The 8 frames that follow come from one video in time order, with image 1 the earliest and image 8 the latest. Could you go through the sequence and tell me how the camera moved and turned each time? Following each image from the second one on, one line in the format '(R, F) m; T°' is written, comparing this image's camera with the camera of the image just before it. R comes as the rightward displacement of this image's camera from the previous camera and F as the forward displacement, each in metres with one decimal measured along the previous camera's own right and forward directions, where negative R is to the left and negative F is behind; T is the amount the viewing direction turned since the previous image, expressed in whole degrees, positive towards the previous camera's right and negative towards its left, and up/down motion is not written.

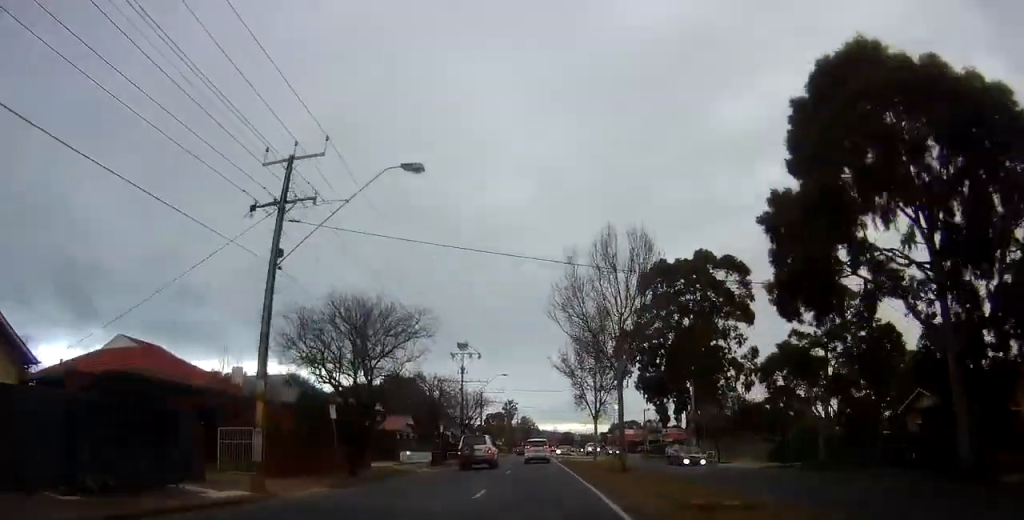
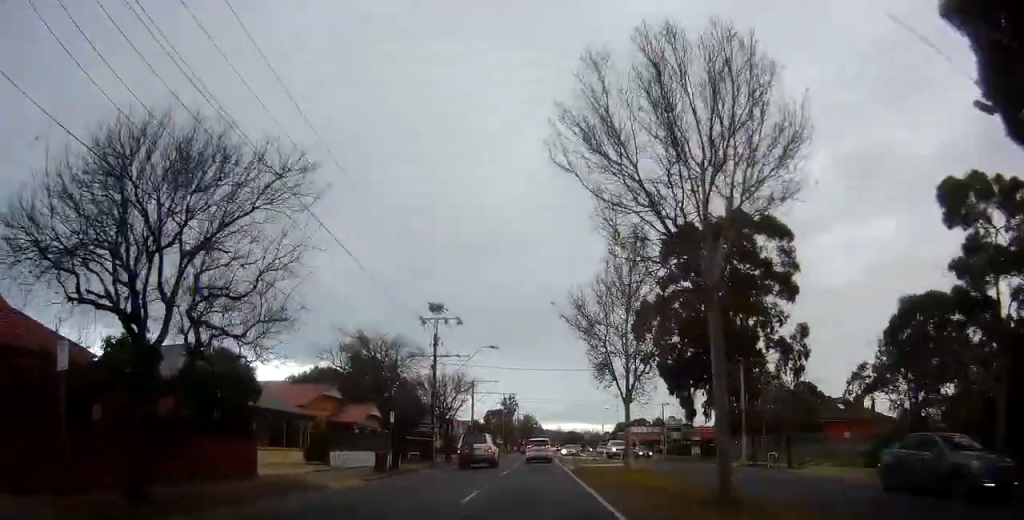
(+0.3, +13.2) m; 0°
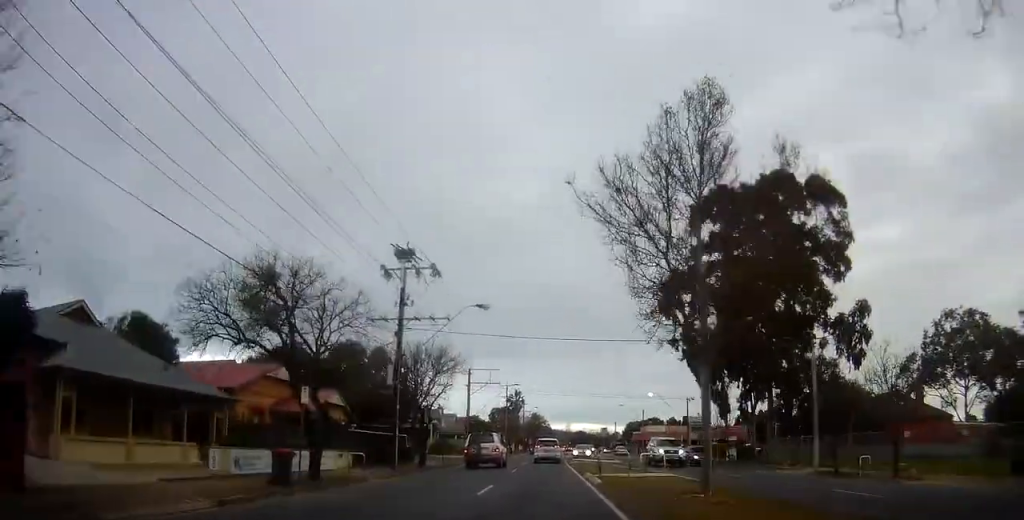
(+0.2, +10.5) m; -1°
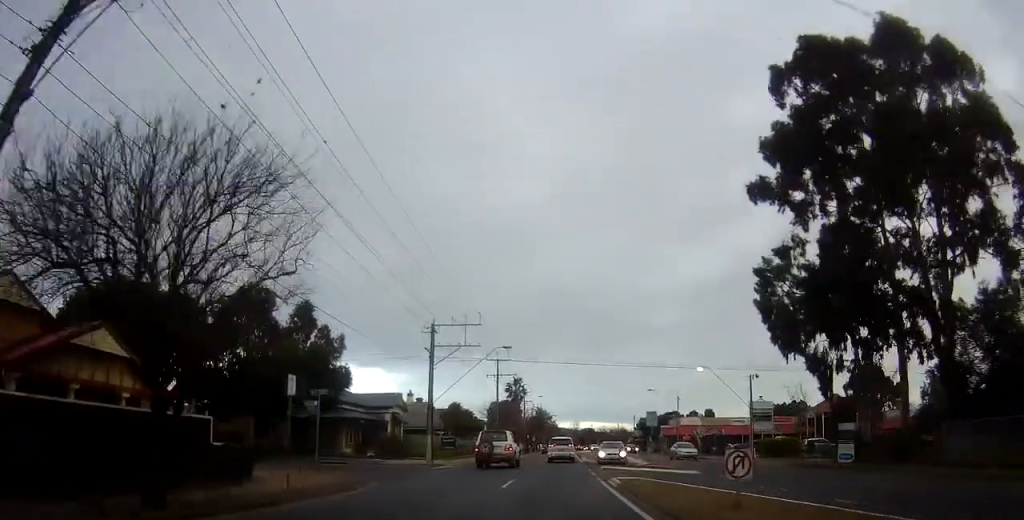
(-1.1, +22.3) m; -2°
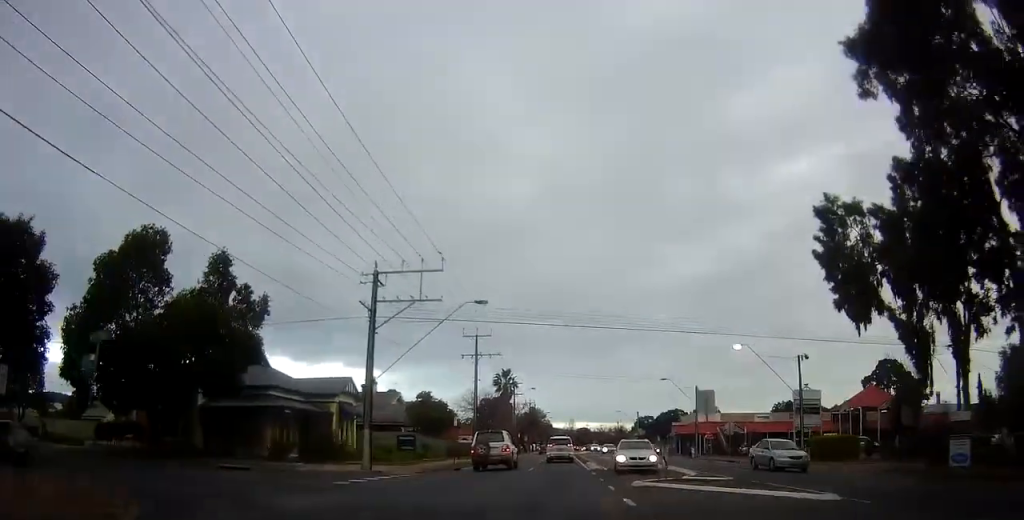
(0.0, +12.3) m; +1°
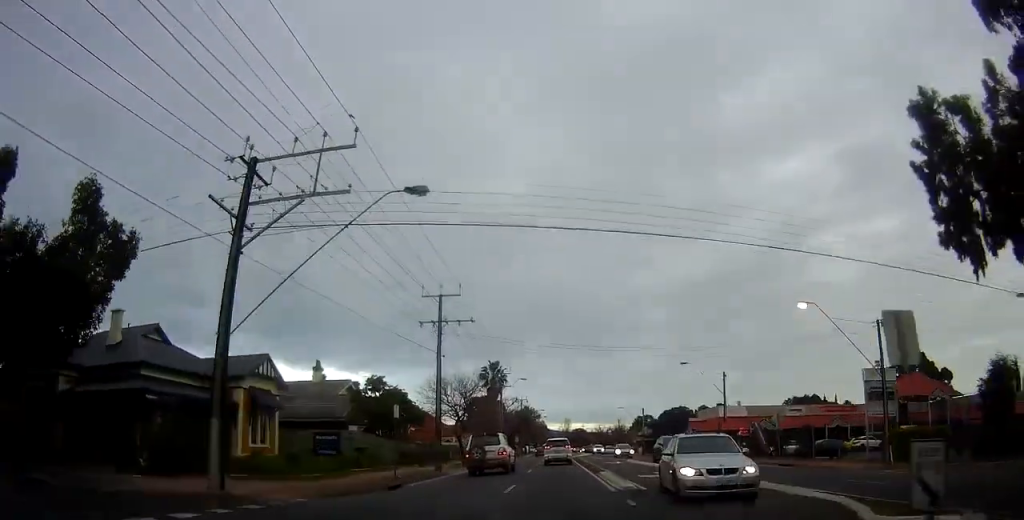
(+0.3, +12.2) m; 0°
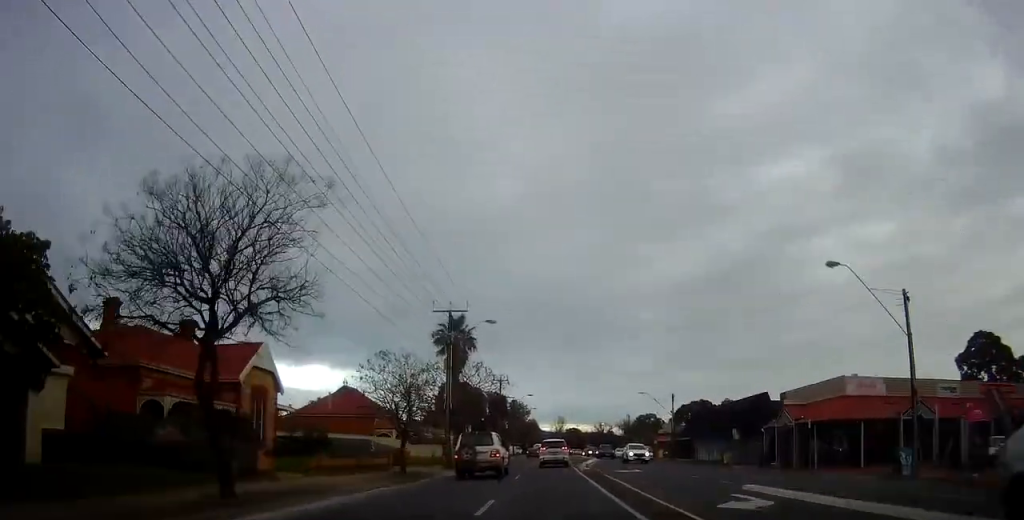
(+0.4, +29.2) m; +1°
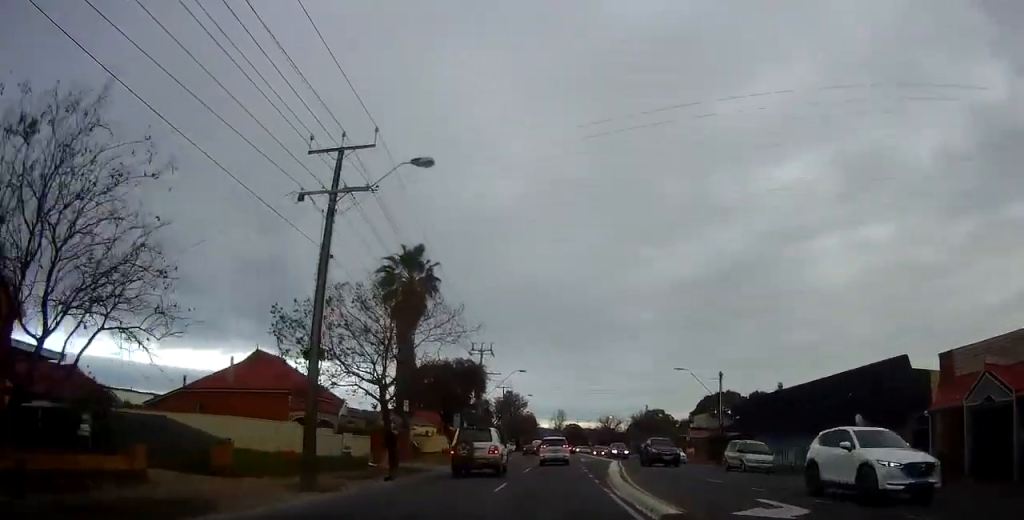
(-0.5, +20.0) m; -1°
